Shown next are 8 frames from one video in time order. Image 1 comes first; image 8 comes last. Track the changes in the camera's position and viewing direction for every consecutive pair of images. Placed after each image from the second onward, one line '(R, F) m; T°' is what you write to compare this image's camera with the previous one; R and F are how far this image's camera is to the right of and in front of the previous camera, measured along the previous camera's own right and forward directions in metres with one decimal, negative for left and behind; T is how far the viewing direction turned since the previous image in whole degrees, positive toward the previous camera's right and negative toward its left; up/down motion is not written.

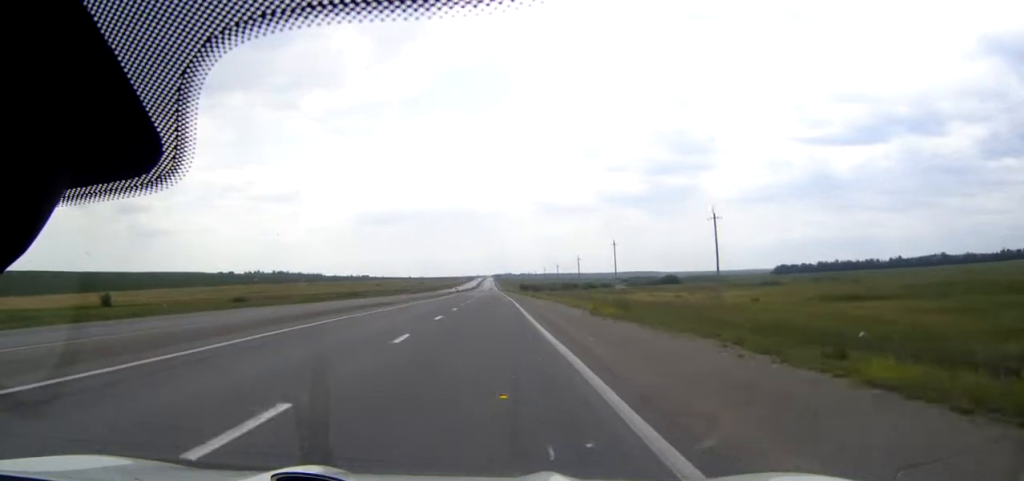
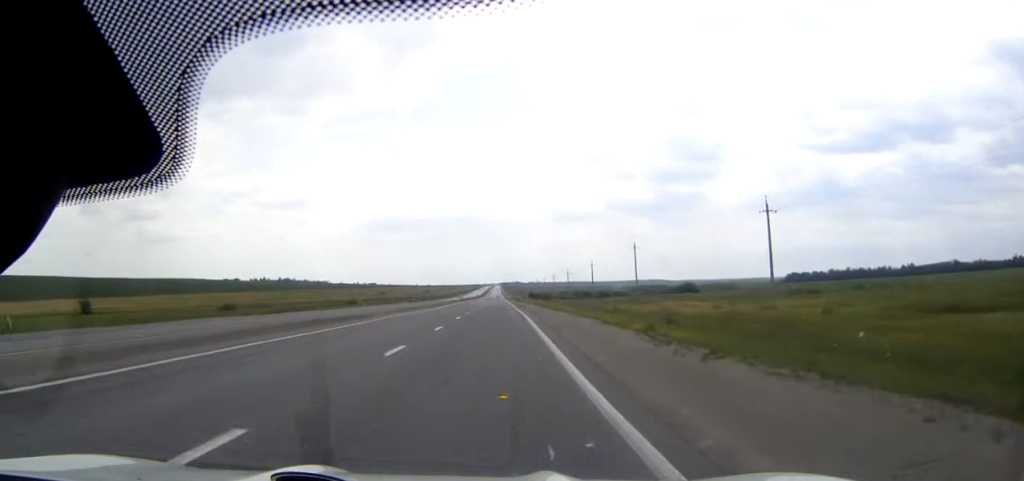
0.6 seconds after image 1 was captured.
(0.0, +13.5) m; 0°
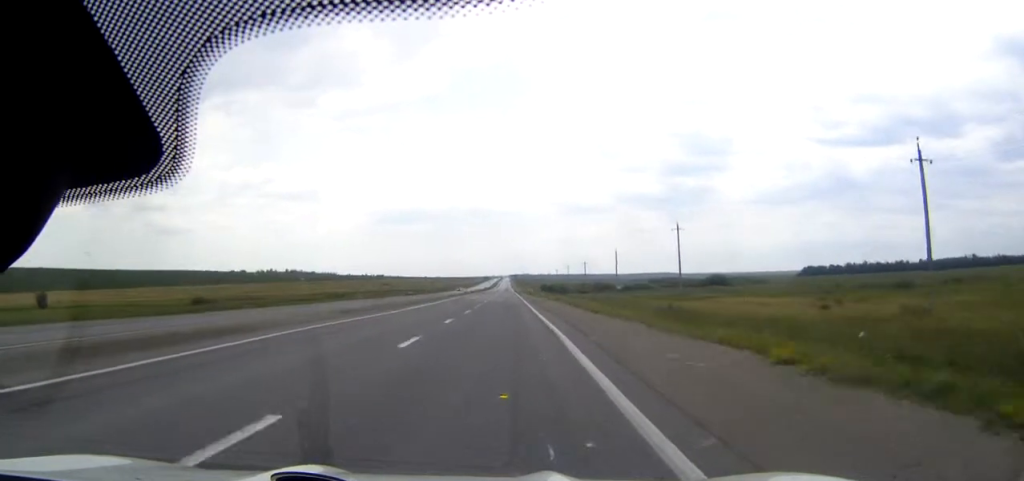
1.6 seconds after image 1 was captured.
(-0.2, +23.3) m; -1°
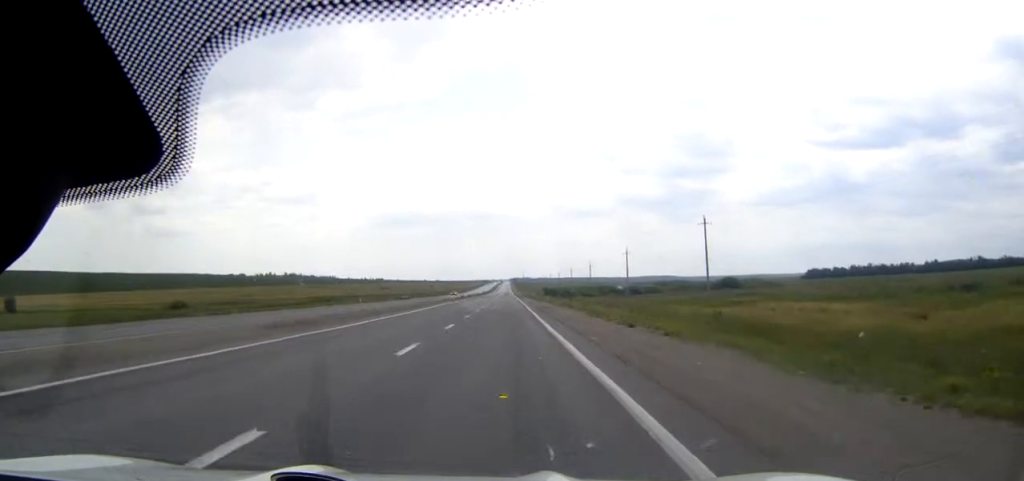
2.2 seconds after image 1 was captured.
(-0.1, +12.8) m; 0°
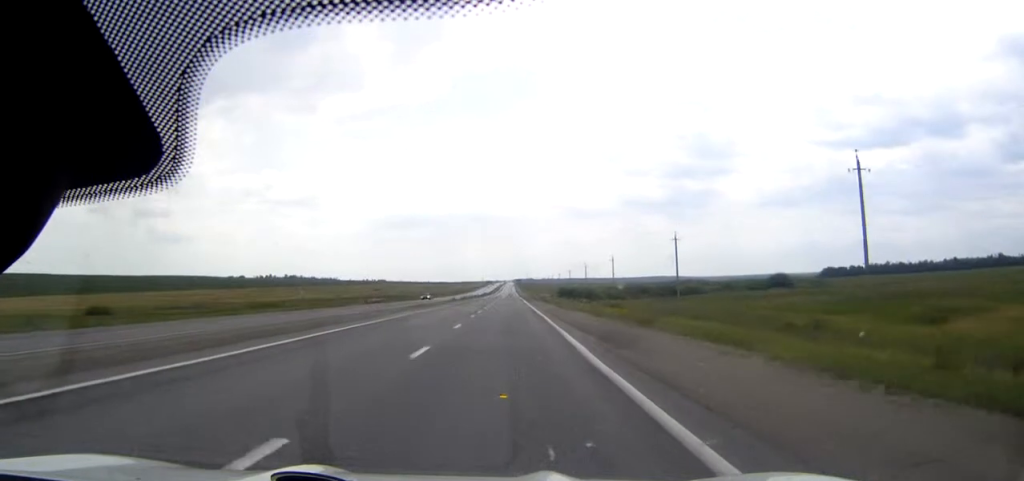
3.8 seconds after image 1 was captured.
(-0.2, +36.1) m; 0°
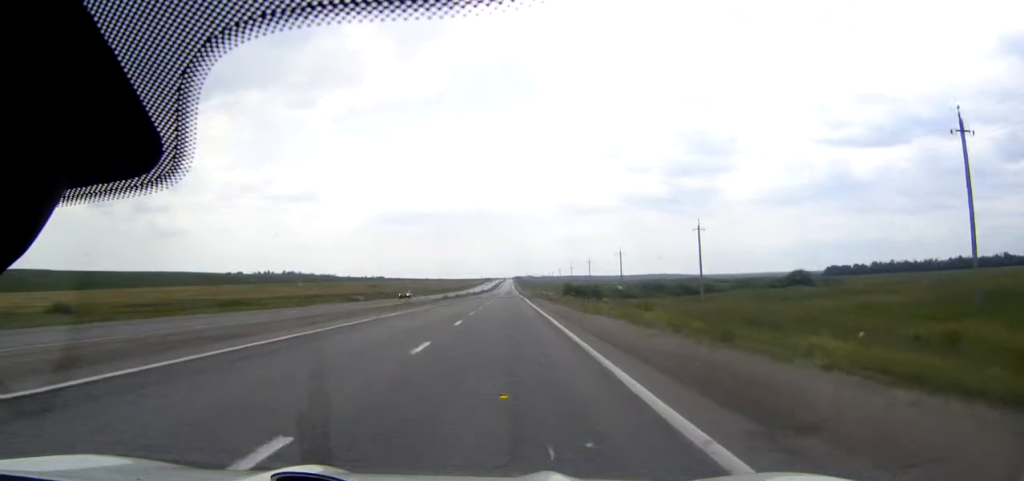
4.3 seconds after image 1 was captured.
(0.0, +12.0) m; 0°
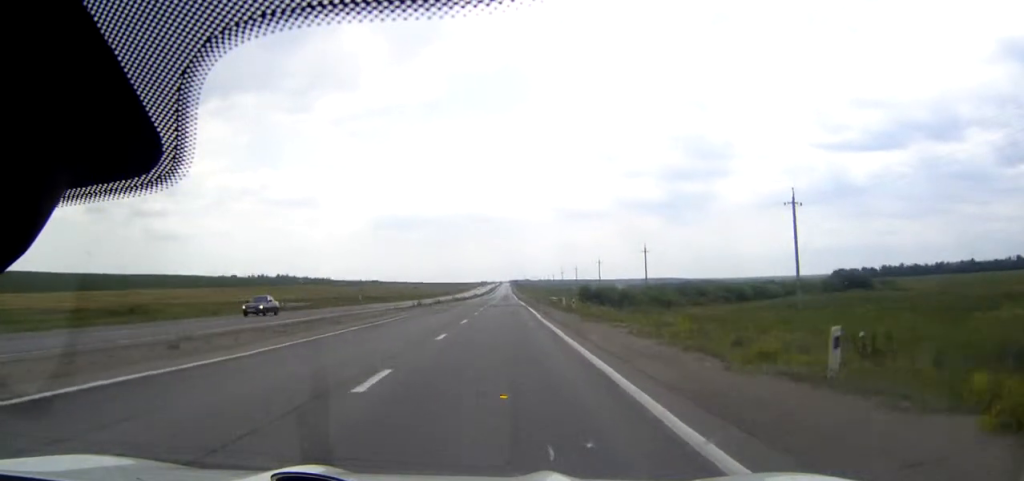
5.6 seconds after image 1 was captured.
(0.0, +29.3) m; 0°
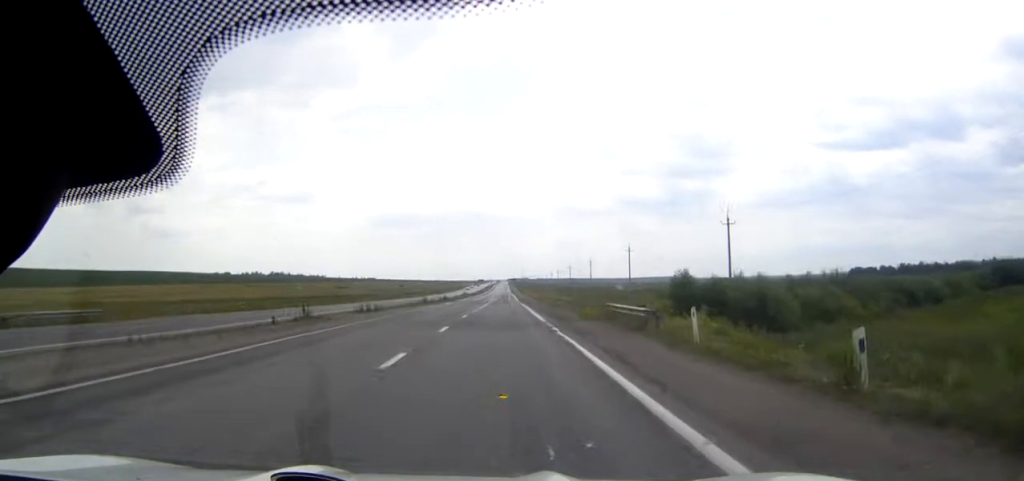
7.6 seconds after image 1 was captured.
(0.0, +45.1) m; 0°
